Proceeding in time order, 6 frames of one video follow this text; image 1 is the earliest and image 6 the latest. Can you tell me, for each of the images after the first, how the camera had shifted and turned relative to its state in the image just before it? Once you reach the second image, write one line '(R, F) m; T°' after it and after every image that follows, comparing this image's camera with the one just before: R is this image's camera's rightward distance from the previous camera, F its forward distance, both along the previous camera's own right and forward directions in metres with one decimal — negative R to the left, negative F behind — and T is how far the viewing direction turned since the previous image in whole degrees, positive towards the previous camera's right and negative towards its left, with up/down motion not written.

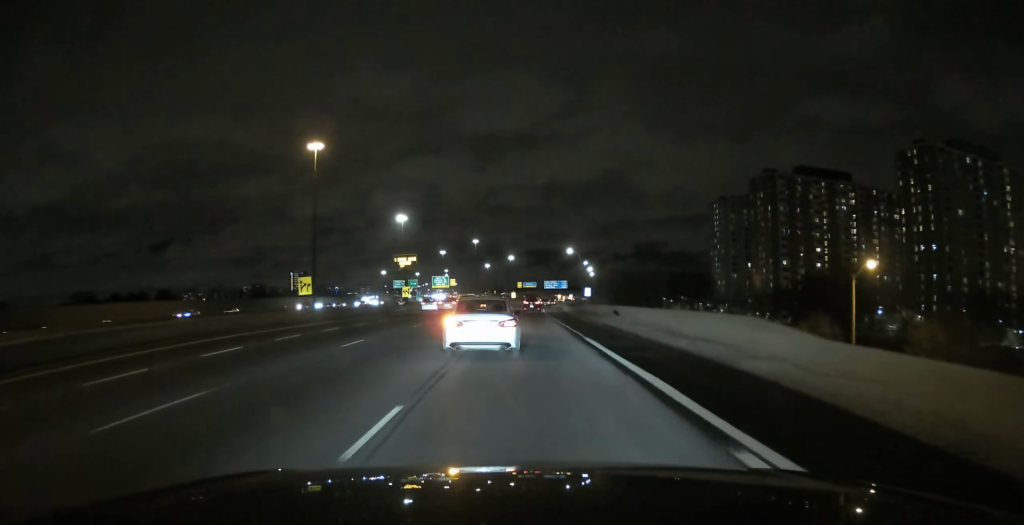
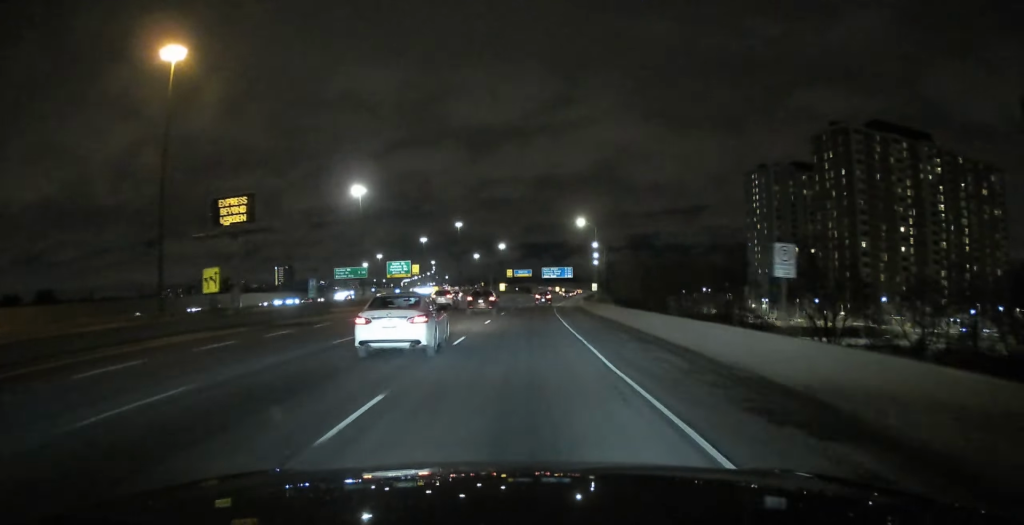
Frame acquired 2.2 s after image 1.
(+0.5, +62.6) m; +1°
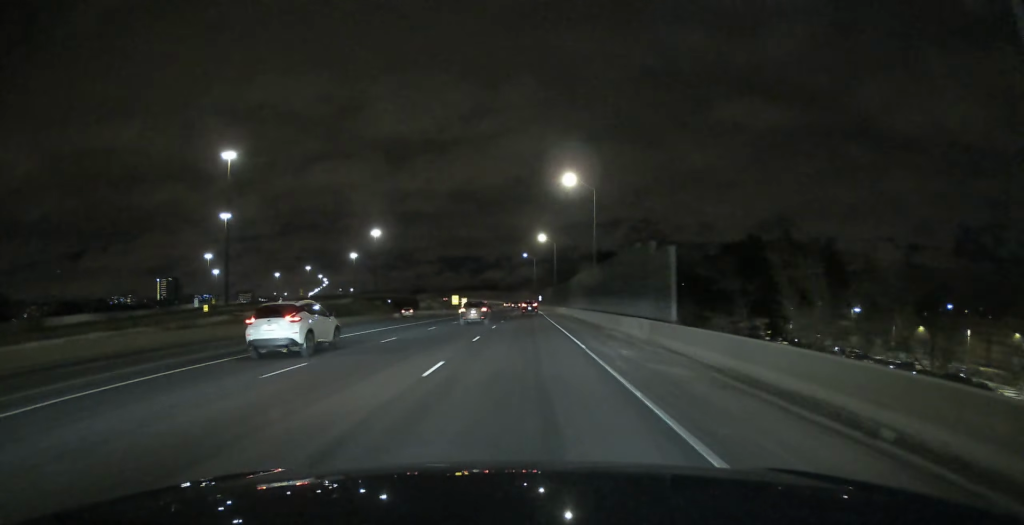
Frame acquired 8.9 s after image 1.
(+11.0, +199.5) m; +6°
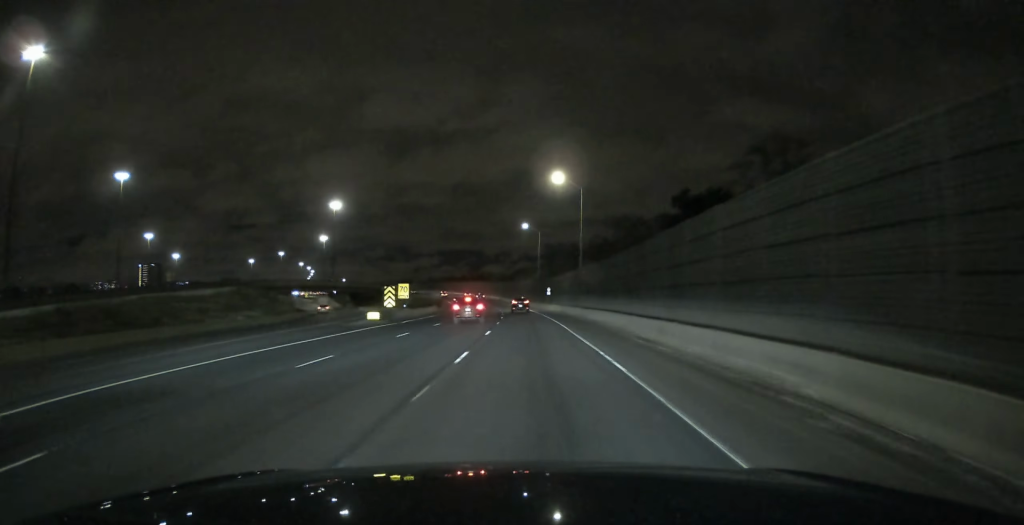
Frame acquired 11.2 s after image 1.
(+0.5, +69.7) m; 0°
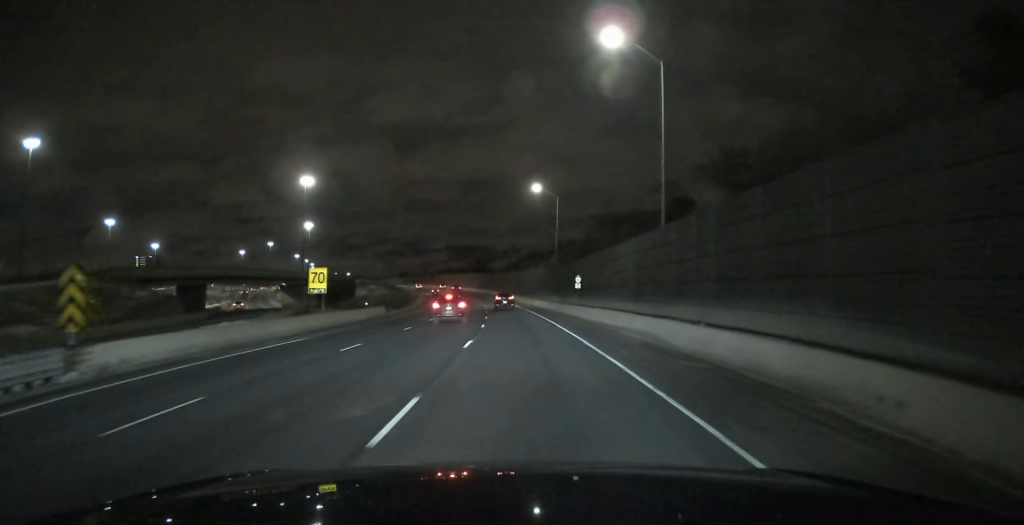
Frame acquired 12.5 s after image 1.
(-0.1, +43.2) m; -1°
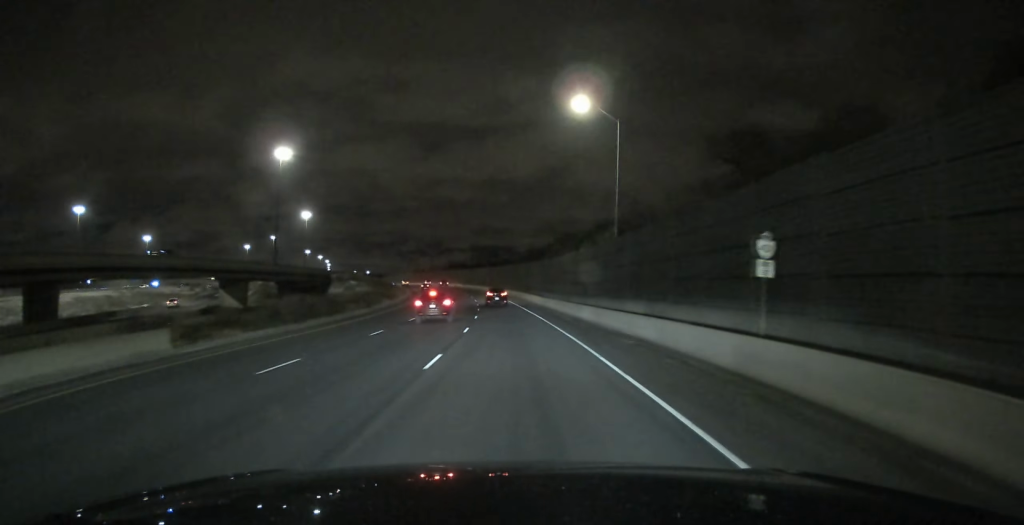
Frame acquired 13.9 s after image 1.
(+0.7, +41.8) m; -1°
